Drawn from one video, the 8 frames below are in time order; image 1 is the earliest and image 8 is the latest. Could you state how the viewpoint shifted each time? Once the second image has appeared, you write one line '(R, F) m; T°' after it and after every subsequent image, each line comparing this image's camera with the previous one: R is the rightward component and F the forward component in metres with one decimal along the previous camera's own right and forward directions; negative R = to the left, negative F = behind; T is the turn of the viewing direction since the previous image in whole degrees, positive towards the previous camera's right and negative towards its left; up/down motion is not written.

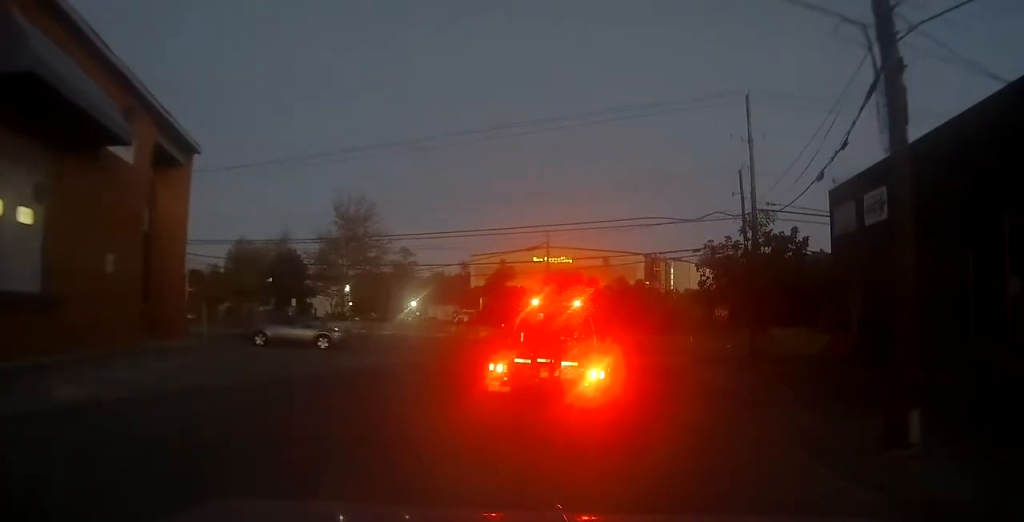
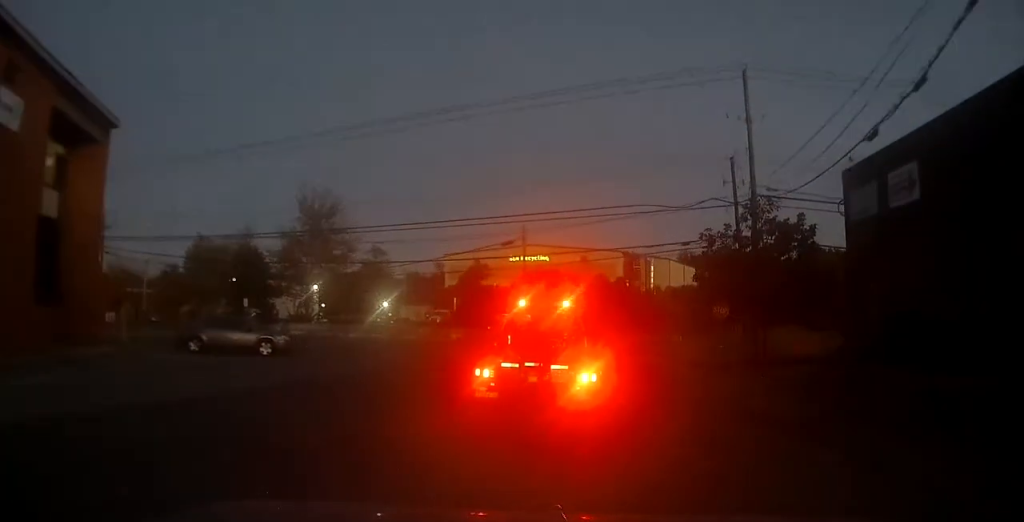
(+0.1, +3.8) m; +3°
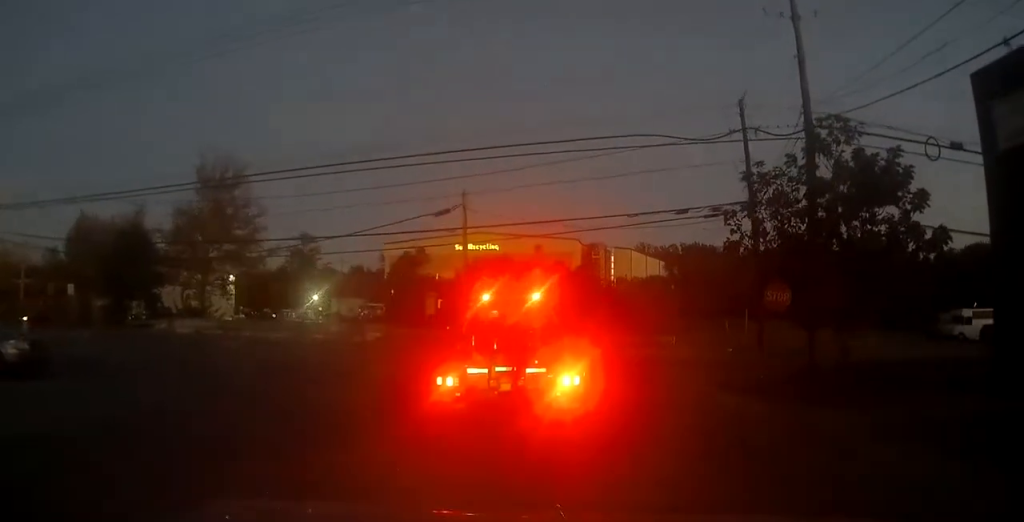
(+0.9, +12.8) m; +4°
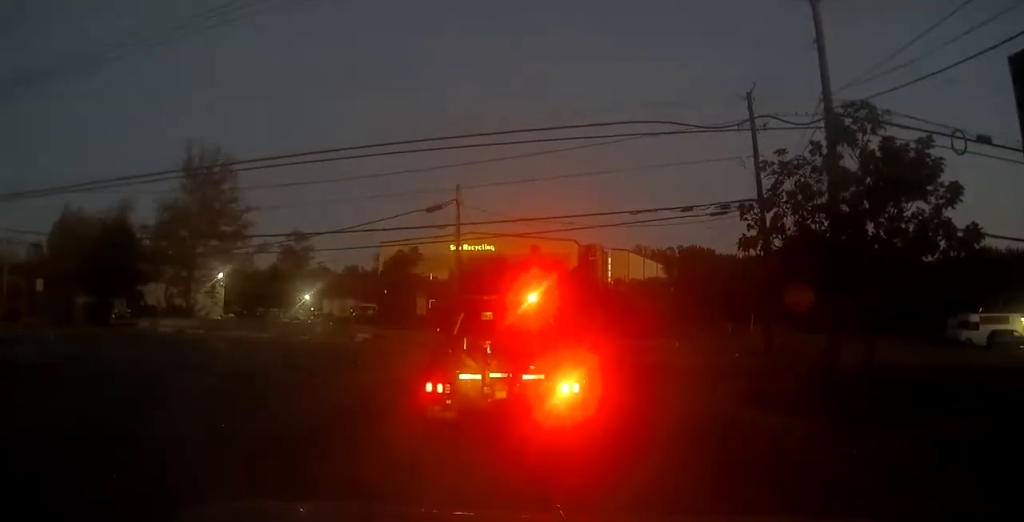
(0.0, +2.0) m; -1°
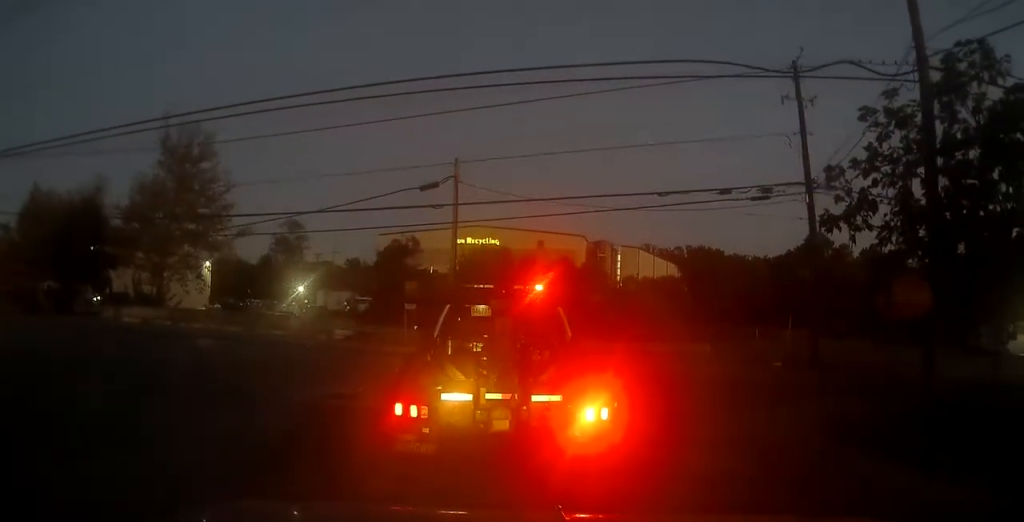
(0.0, +5.6) m; +4°
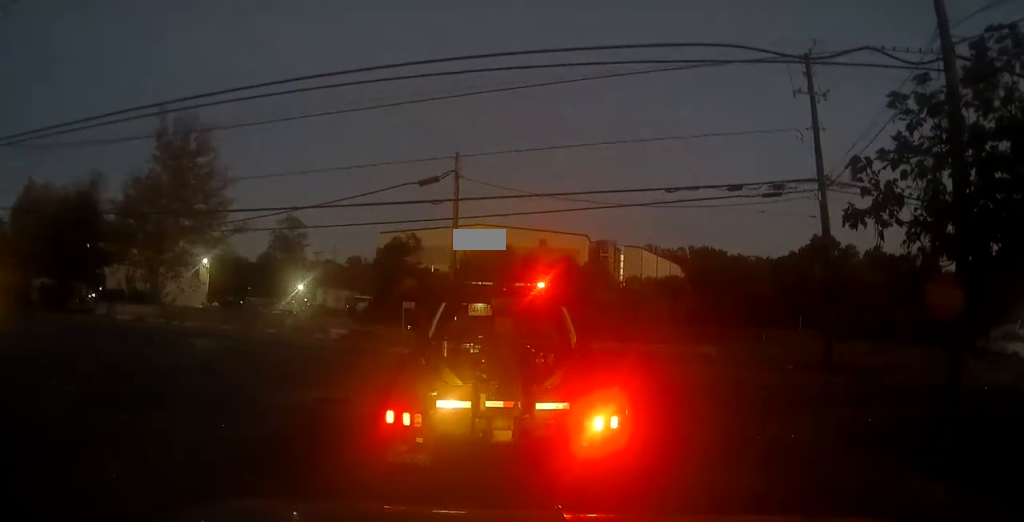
(+0.1, +1.6) m; +2°
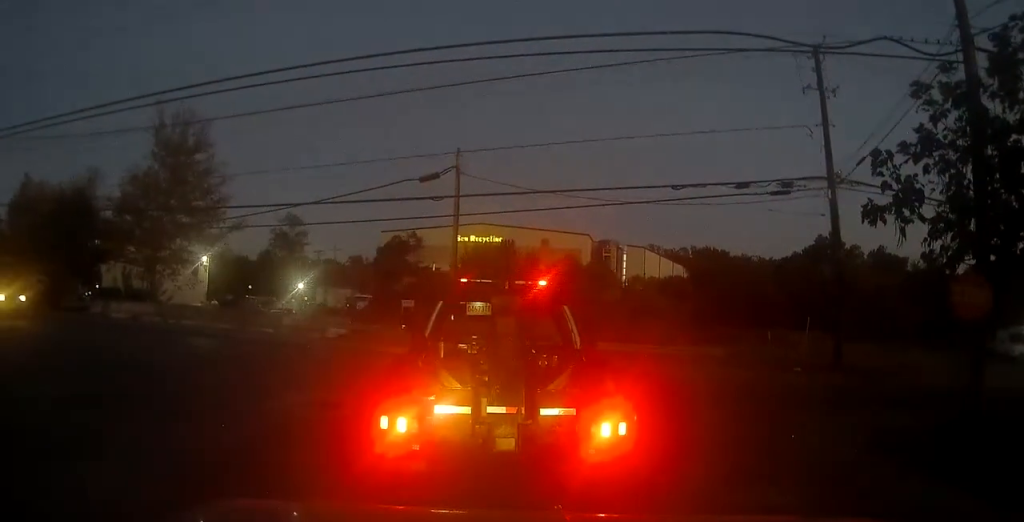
(0.0, +1.0) m; 0°
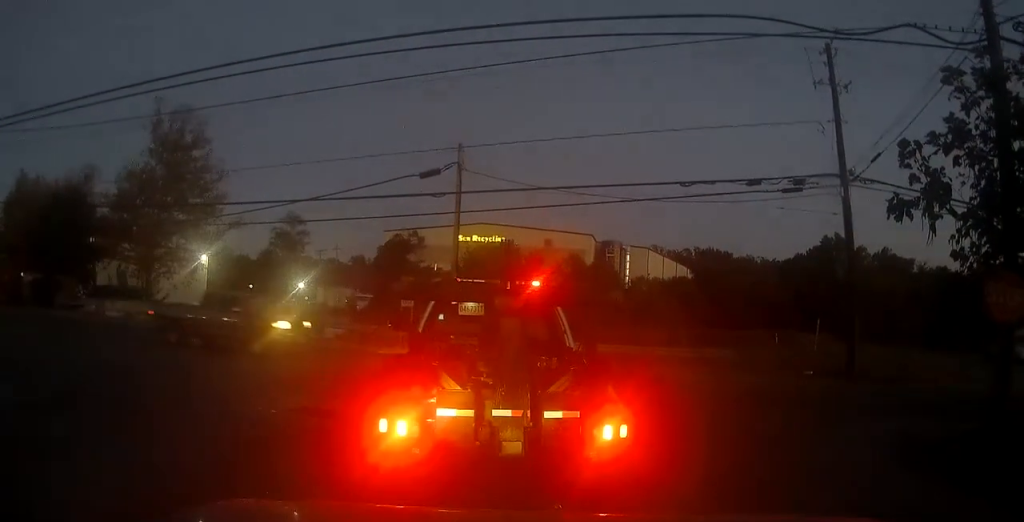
(-0.1, +1.7) m; 0°
